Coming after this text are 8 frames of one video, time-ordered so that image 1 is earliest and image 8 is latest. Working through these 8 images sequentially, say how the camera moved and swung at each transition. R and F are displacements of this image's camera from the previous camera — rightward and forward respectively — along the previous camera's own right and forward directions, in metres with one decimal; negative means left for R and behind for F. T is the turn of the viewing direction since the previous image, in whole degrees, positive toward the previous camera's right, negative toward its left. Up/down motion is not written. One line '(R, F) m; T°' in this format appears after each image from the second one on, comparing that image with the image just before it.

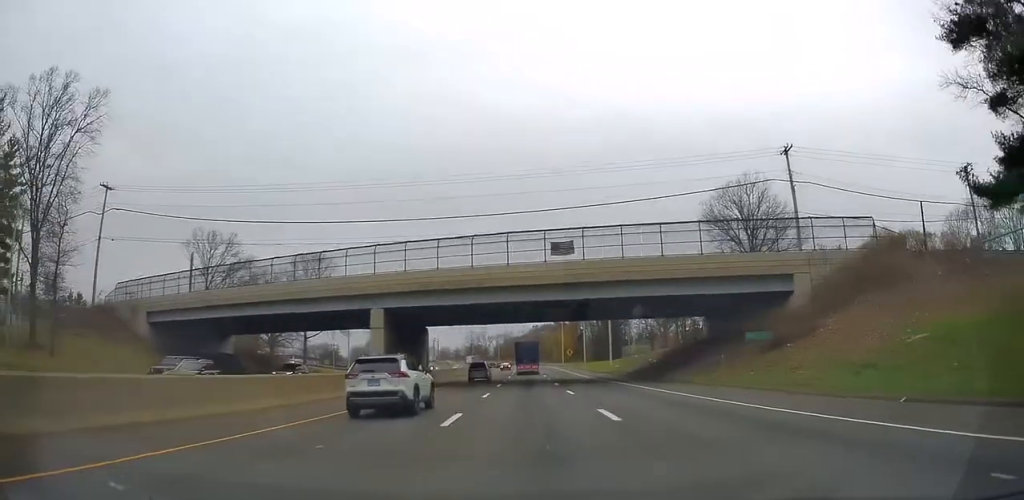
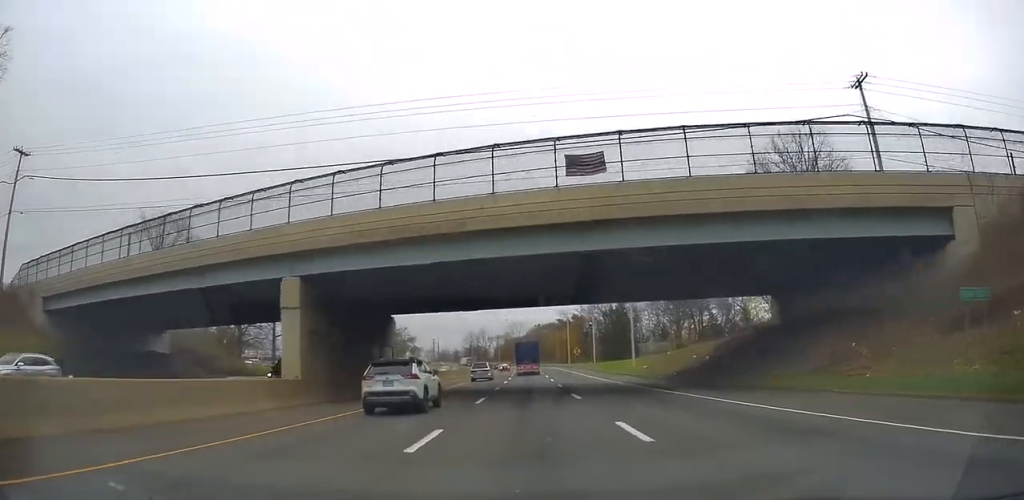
(0.0, +15.6) m; +1°
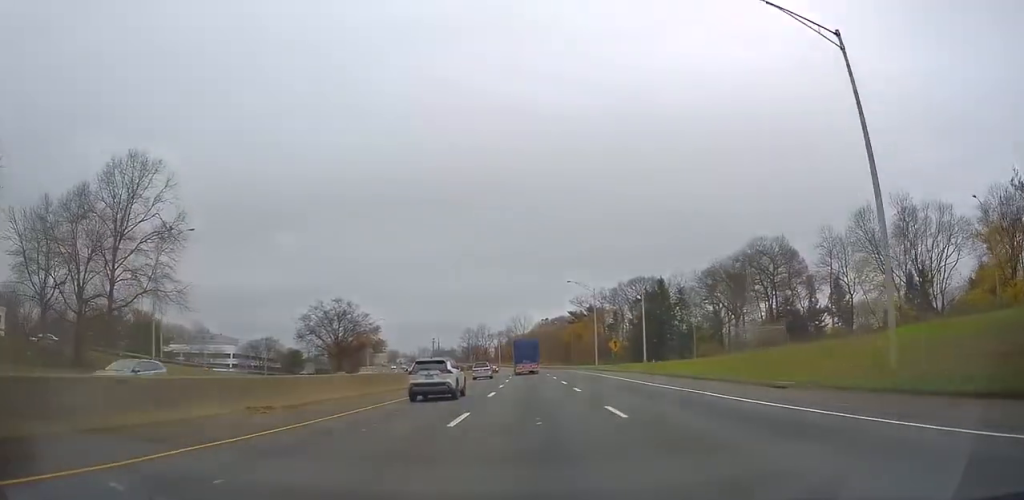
(+0.7, +45.3) m; +1°
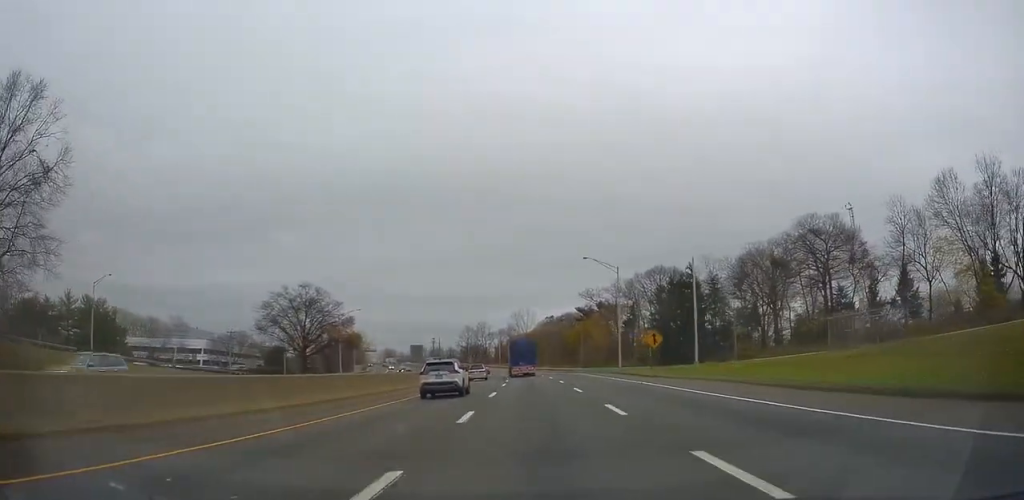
(0.0, +20.7) m; -1°
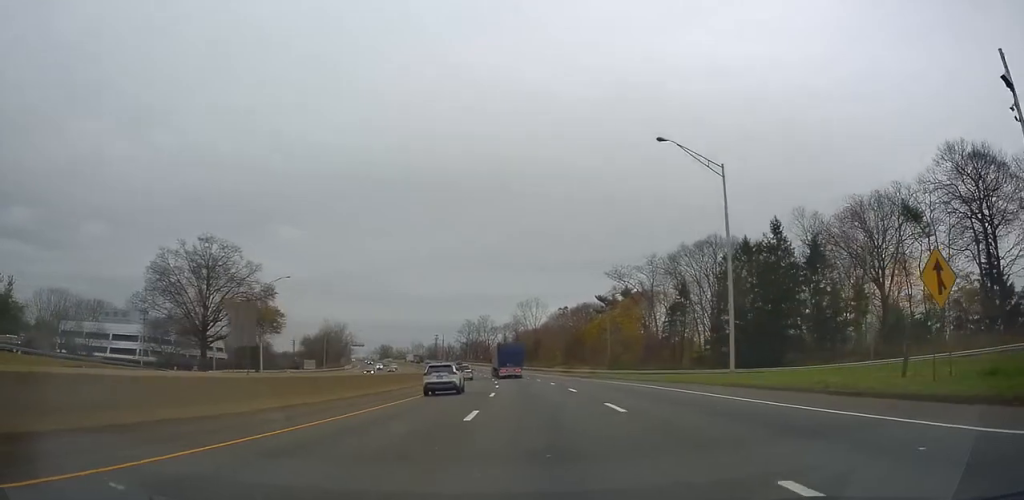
(-0.6, +36.2) m; -1°
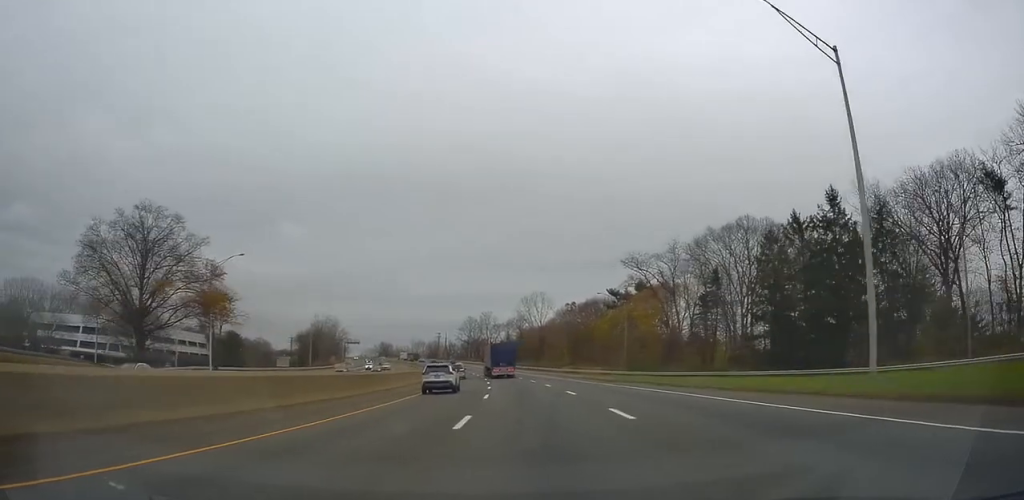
(0.0, +13.8) m; 0°
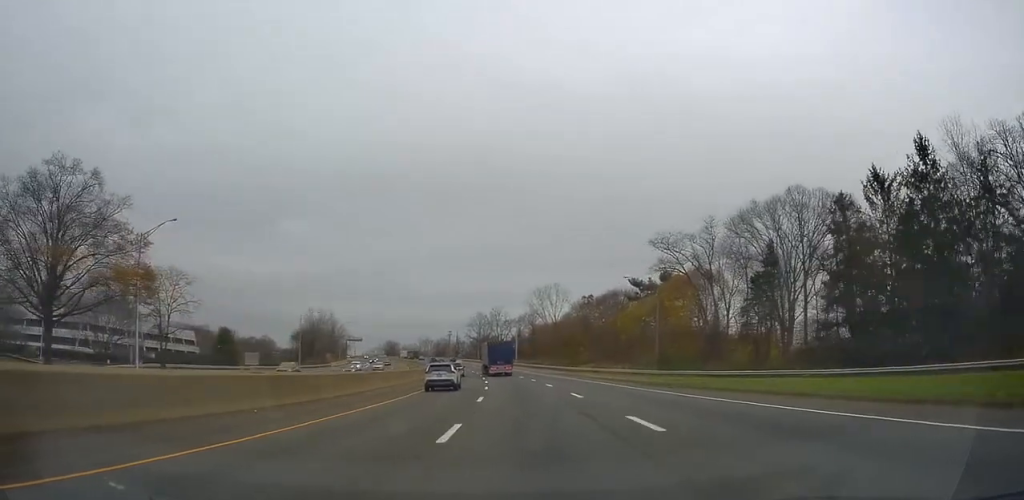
(0.0, +14.6) m; 0°
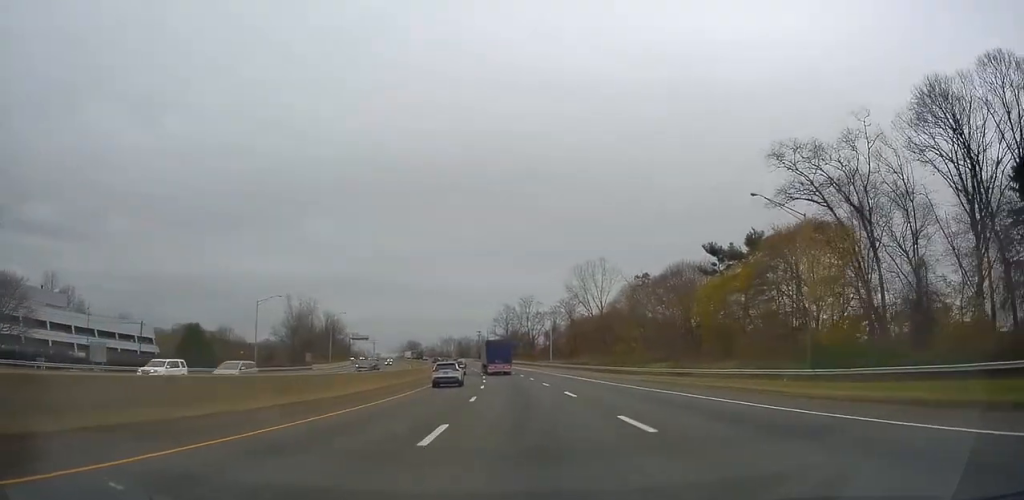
(-0.3, +35.9) m; -3°
